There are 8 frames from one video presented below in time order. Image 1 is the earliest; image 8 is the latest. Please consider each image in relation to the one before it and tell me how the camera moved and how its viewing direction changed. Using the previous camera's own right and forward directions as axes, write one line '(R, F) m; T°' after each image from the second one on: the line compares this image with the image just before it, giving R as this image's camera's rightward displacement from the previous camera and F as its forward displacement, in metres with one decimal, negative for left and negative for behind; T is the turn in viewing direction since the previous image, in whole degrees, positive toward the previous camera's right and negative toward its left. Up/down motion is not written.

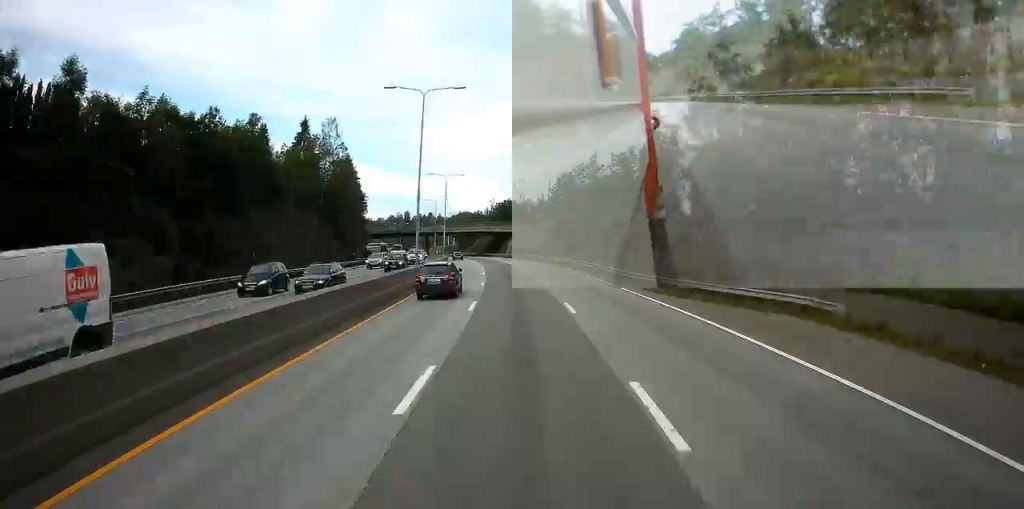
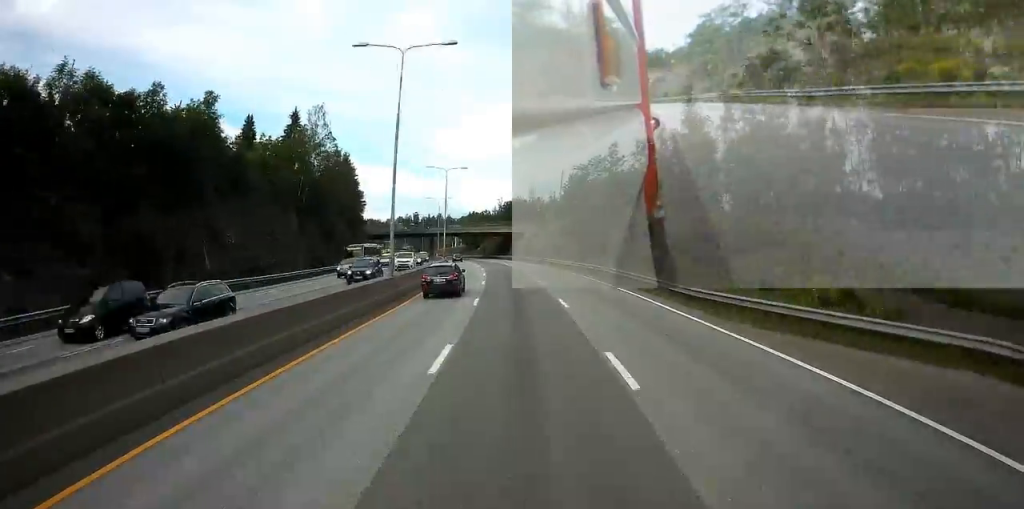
(0.0, +9.4) m; -1°
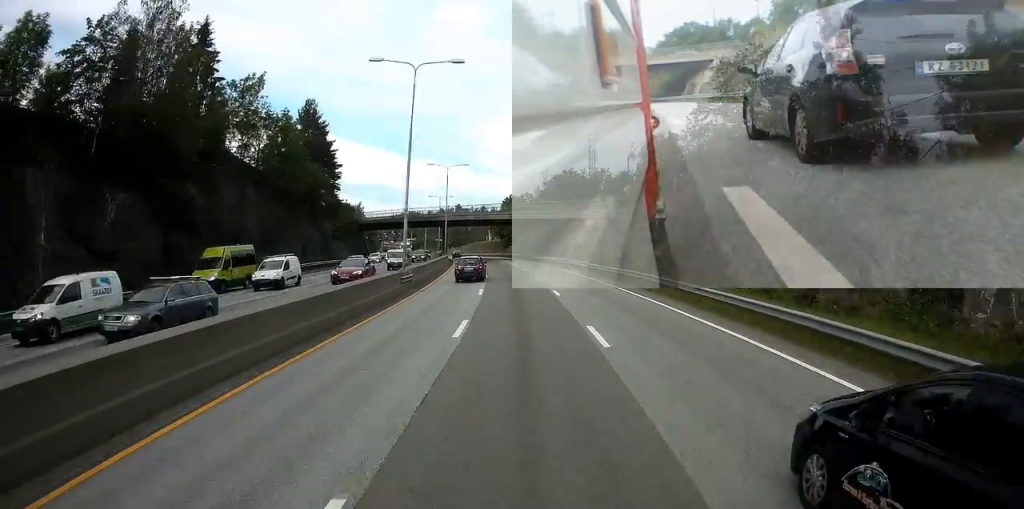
(-2.2, +43.8) m; -5°
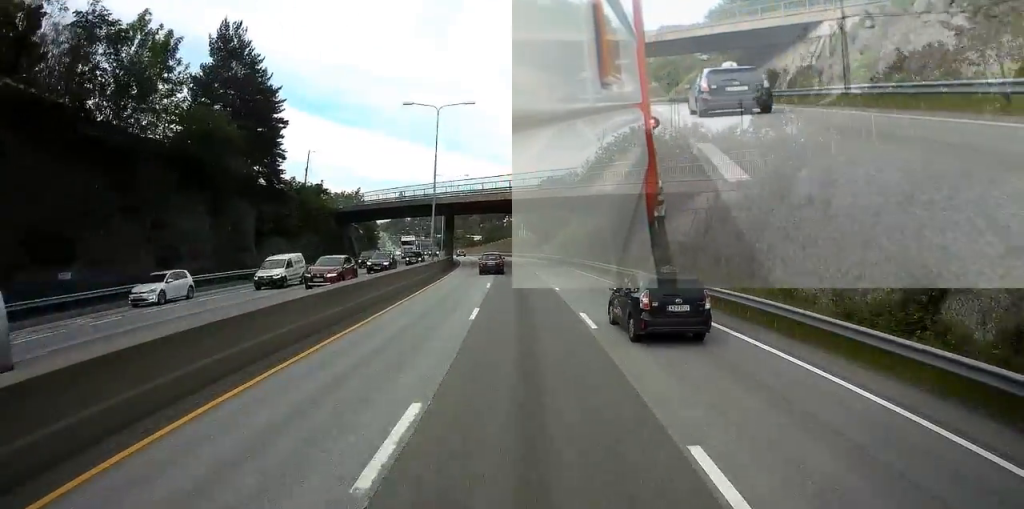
(-0.8, +32.9) m; -3°
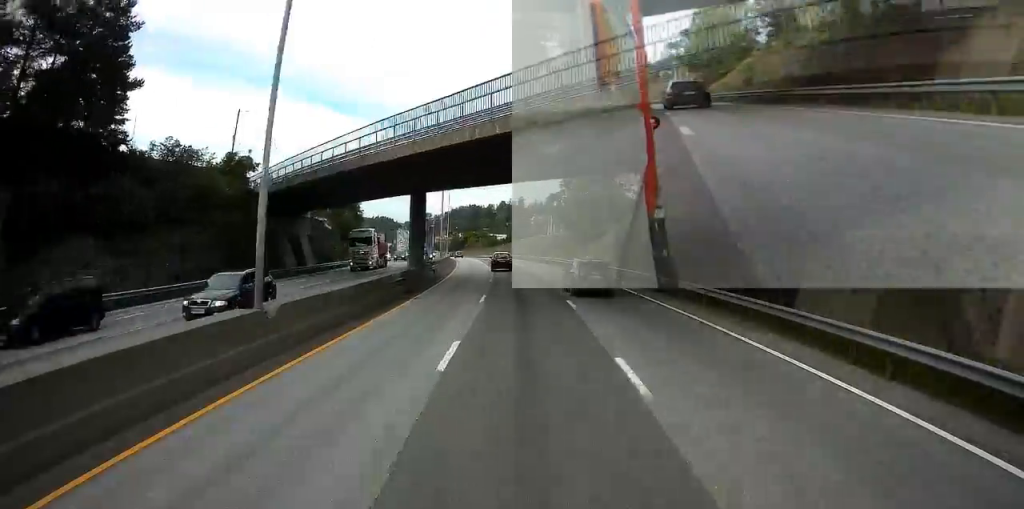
(-0.9, +30.9) m; -3°
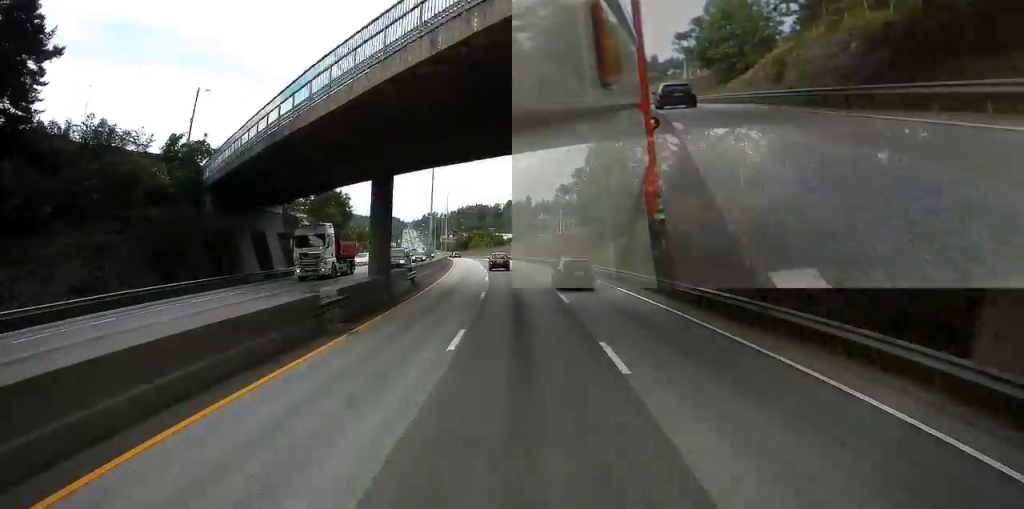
(0.0, +10.0) m; -1°
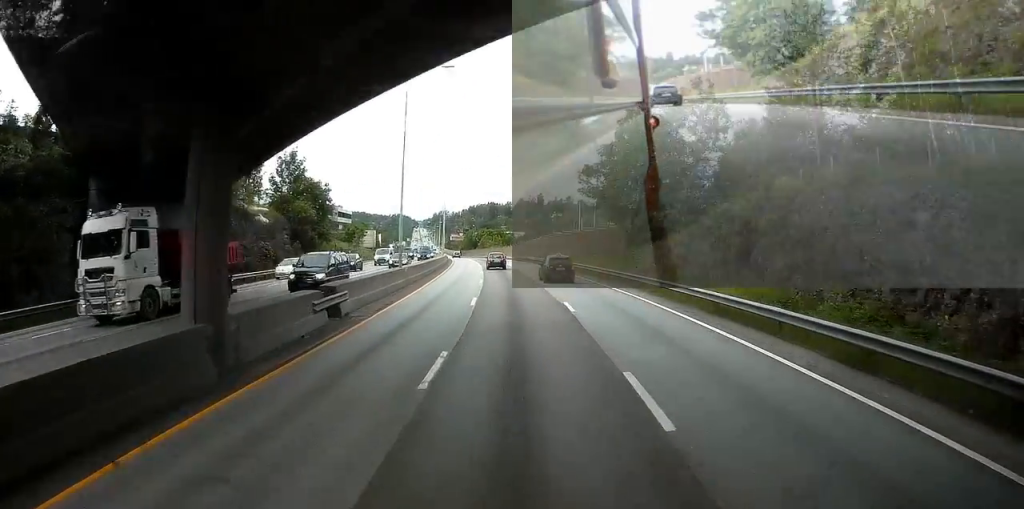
(-0.2, +15.1) m; -1°
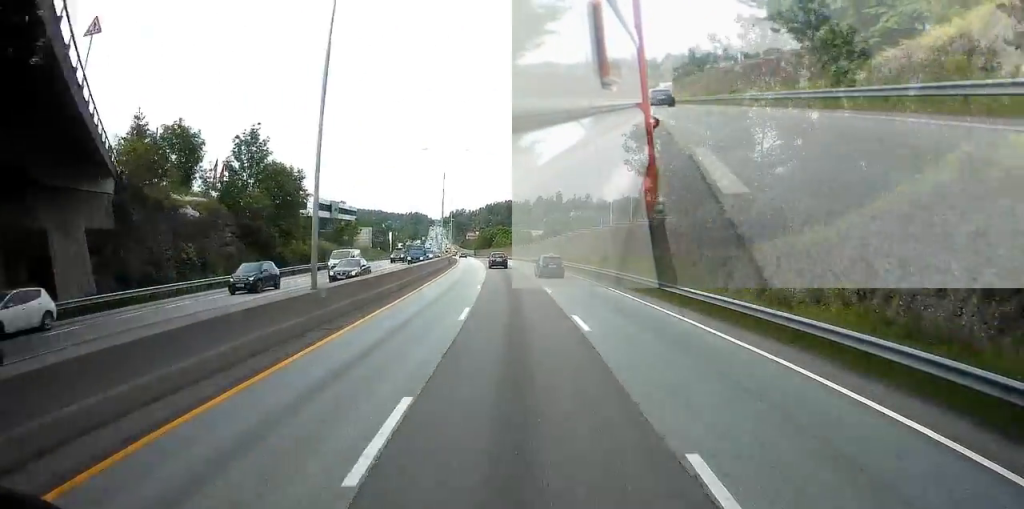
(0.0, +16.0) m; -1°
